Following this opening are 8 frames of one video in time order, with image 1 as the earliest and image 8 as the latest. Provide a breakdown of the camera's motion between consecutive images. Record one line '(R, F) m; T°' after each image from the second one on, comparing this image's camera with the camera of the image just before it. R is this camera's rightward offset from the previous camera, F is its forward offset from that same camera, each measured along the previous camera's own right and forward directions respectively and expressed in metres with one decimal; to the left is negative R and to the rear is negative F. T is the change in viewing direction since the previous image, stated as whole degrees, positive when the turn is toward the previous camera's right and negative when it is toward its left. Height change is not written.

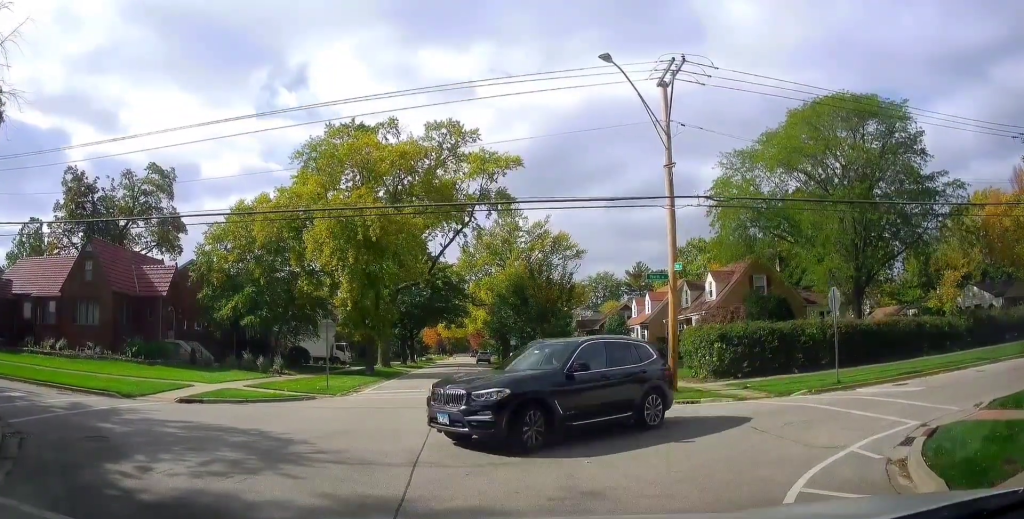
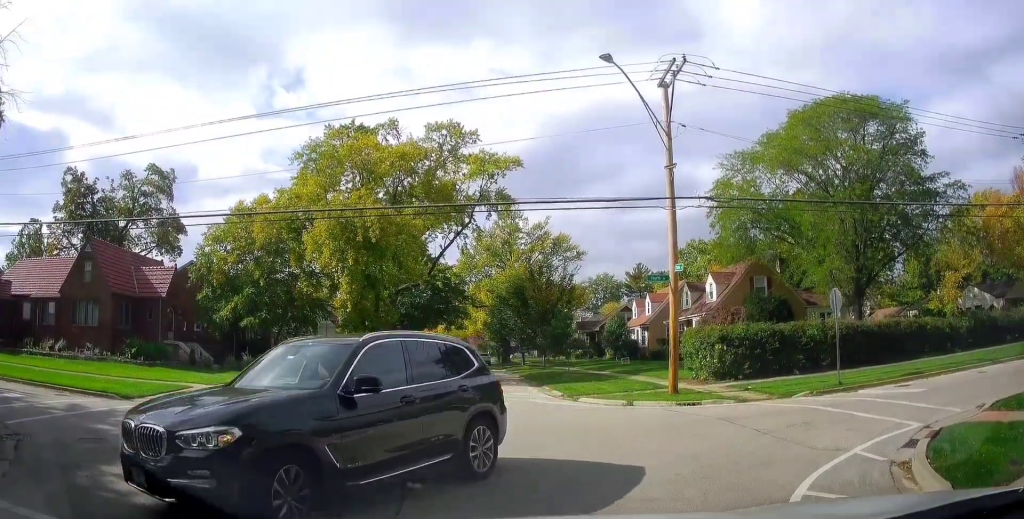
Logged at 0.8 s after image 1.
(0.0, +0.5) m; 0°
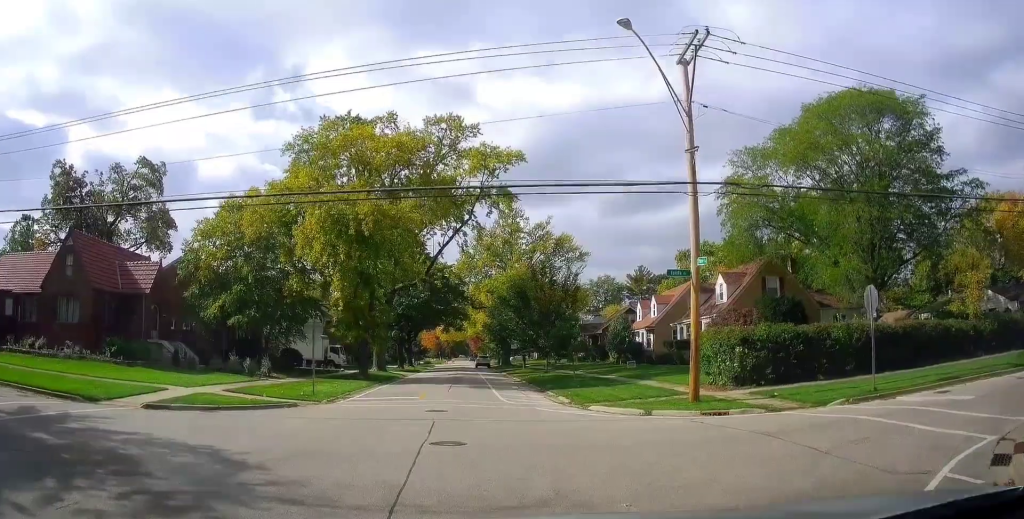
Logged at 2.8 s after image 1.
(0.0, +1.0) m; 0°
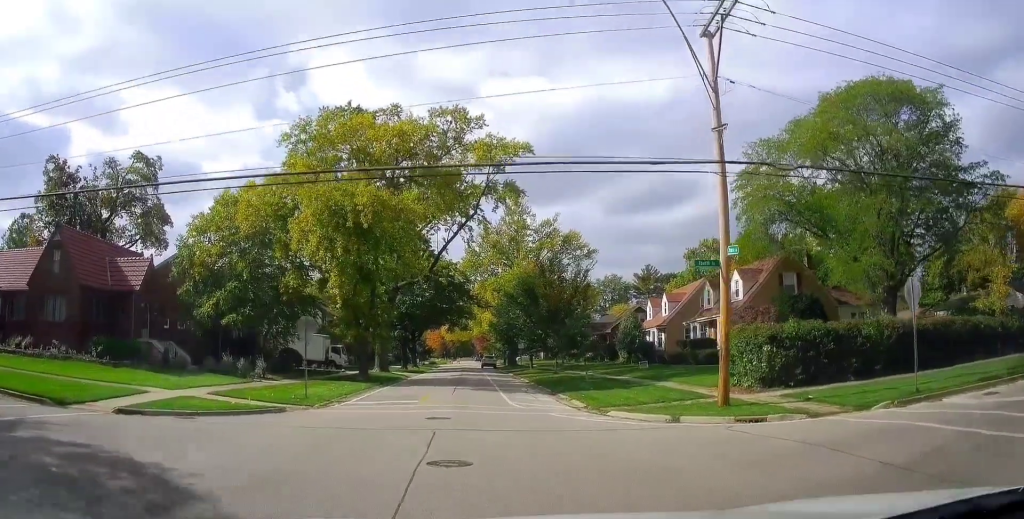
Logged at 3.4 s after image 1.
(0.0, +0.7) m; 0°
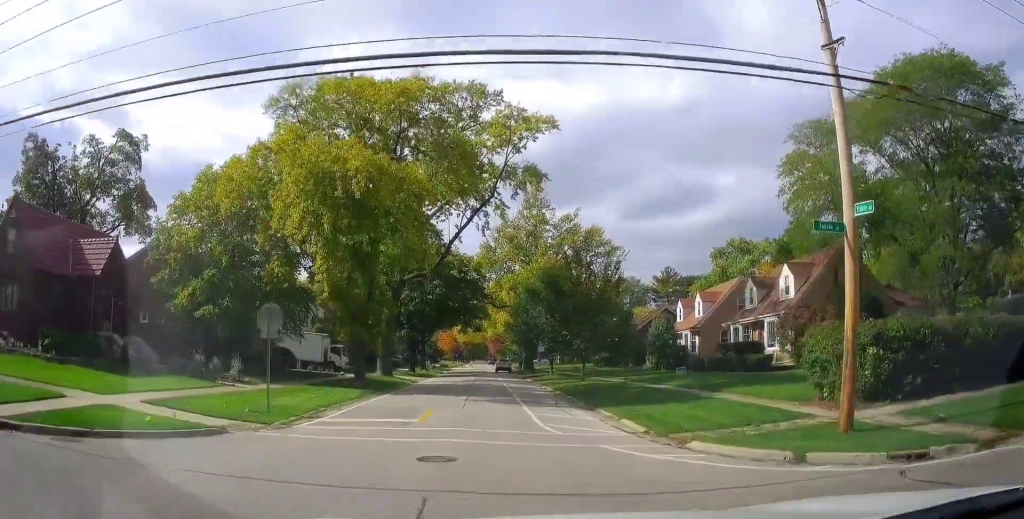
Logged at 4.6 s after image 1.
(0.0, +2.9) m; 0°
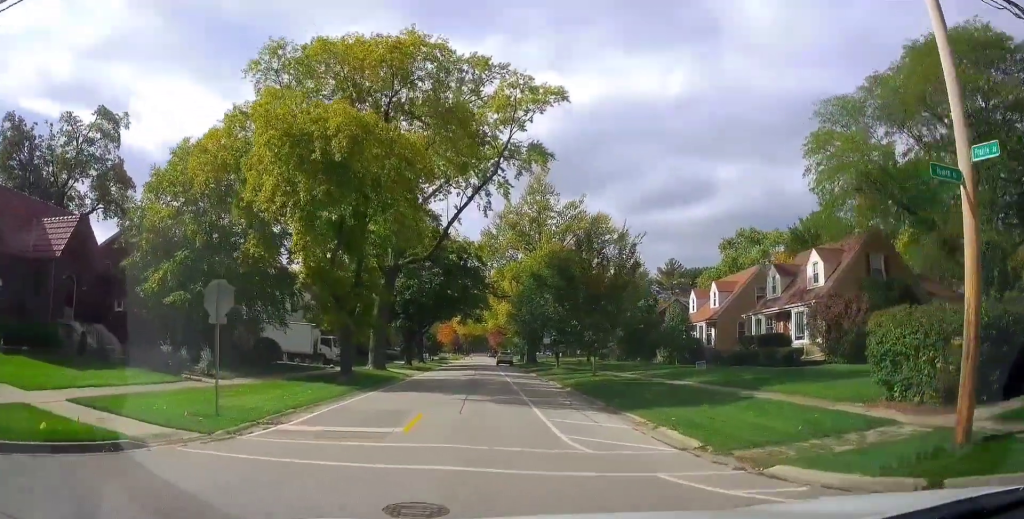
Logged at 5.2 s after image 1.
(0.0, +2.4) m; -1°
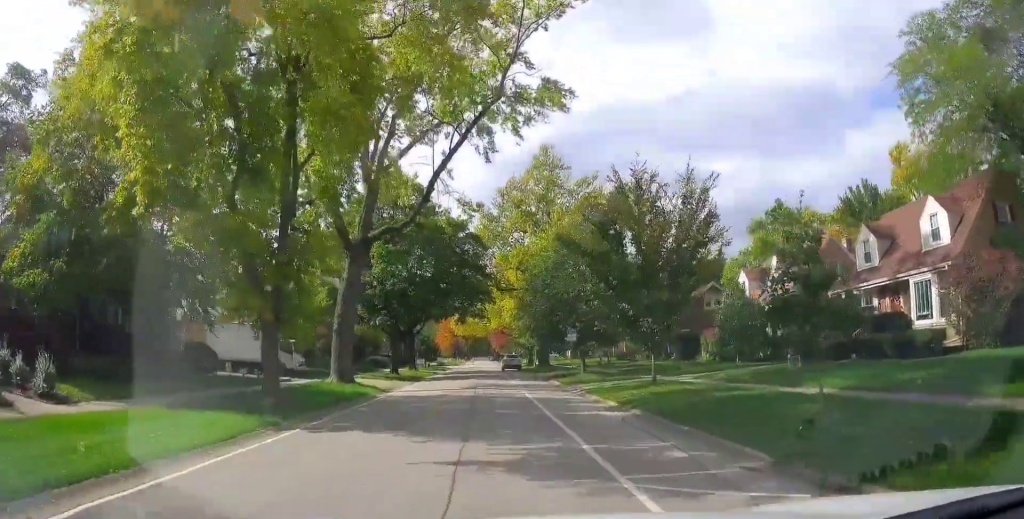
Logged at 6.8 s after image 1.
(-0.3, +7.9) m; -6°
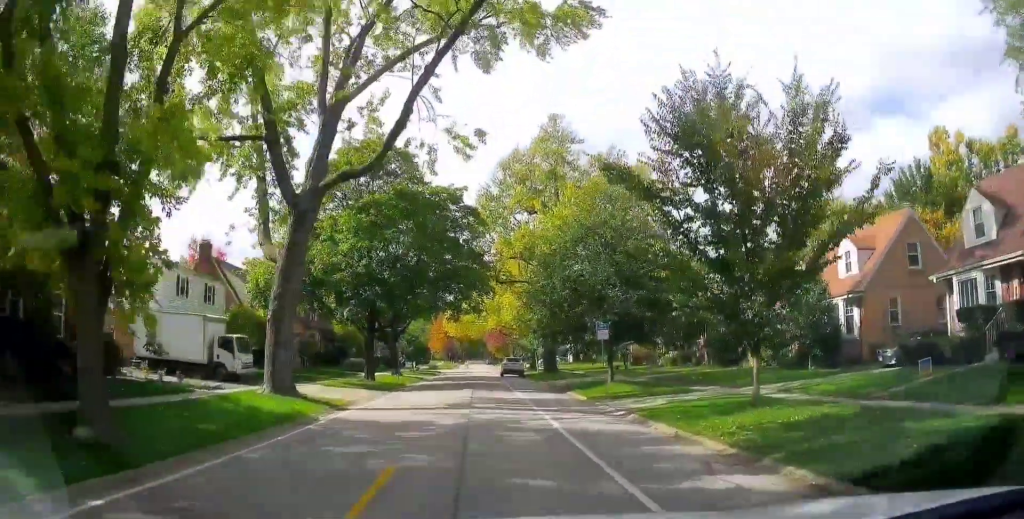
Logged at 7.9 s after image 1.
(-0.2, +7.3) m; -1°
